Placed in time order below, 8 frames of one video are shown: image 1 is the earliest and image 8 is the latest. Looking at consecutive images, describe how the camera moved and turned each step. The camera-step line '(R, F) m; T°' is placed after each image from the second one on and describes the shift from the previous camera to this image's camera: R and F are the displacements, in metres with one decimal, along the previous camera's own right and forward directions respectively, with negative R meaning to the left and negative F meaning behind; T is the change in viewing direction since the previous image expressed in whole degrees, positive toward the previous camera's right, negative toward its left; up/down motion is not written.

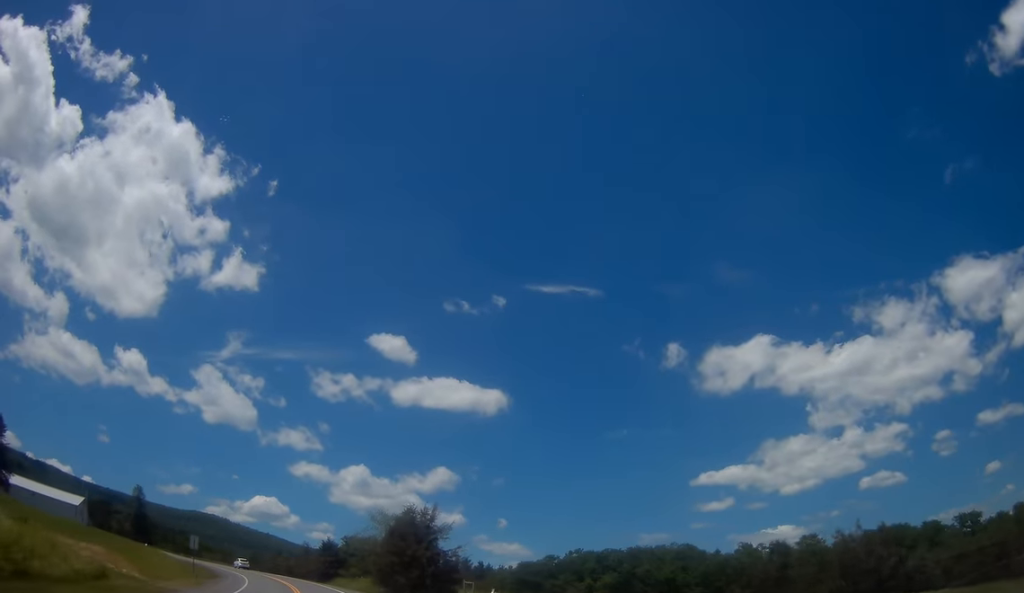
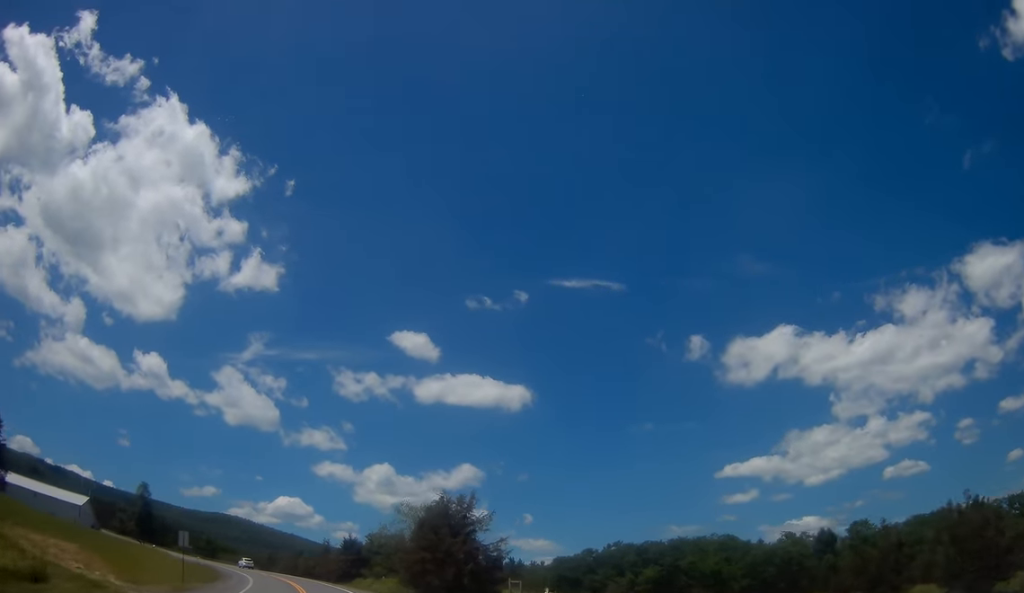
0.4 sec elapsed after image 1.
(-0.3, +7.9) m; -2°
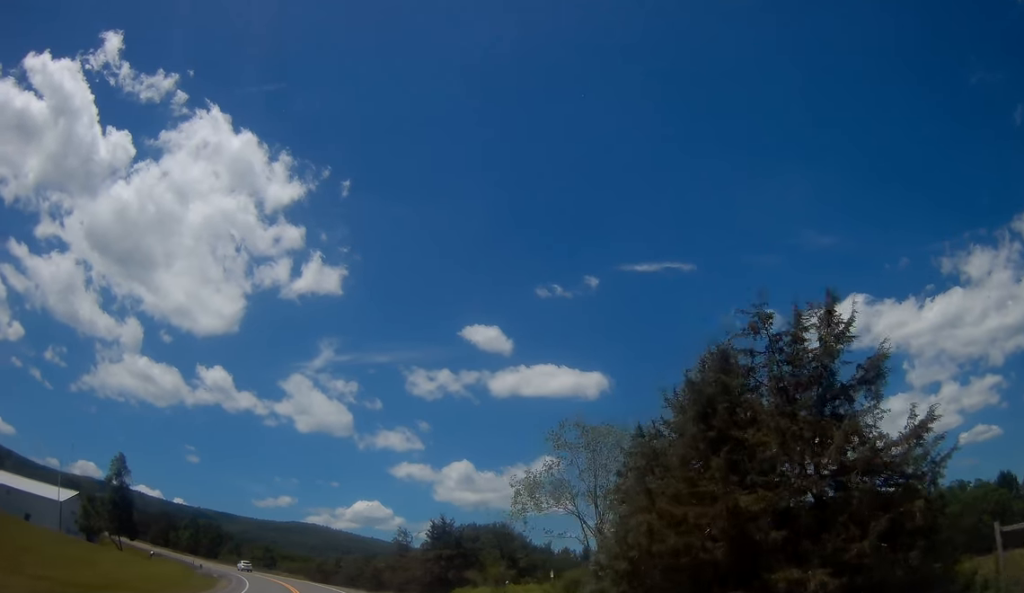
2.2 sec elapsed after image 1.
(-2.1, +32.8) m; -7°
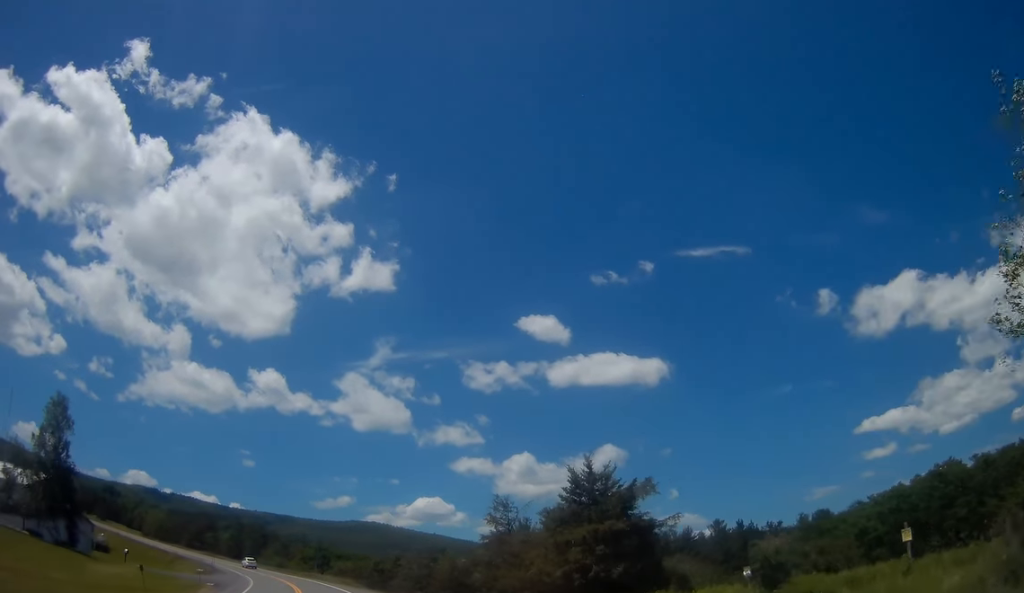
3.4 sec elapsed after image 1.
(-1.2, +23.0) m; -6°
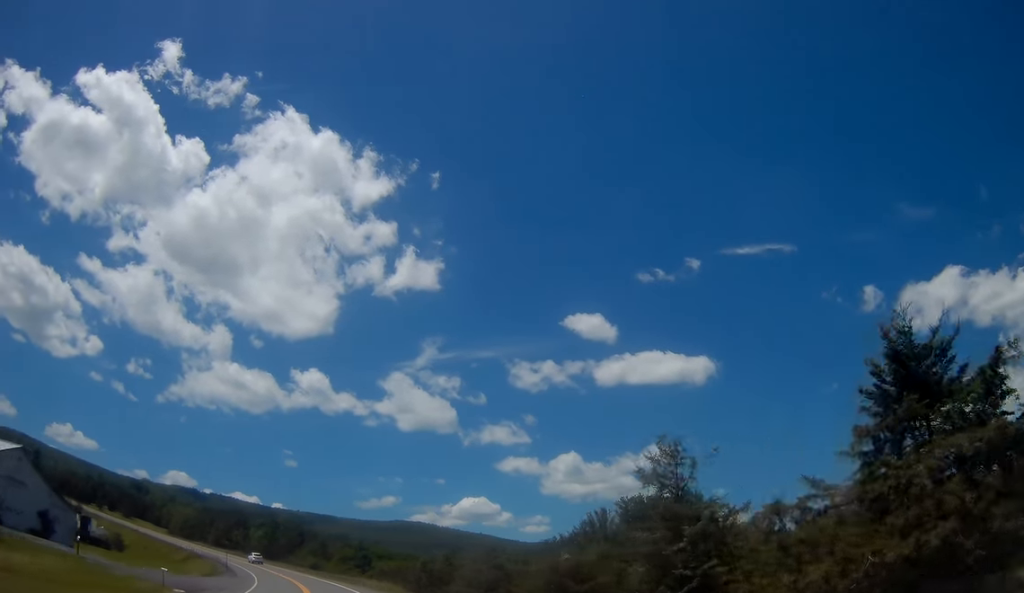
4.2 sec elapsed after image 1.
(-0.8, +15.7) m; -4°
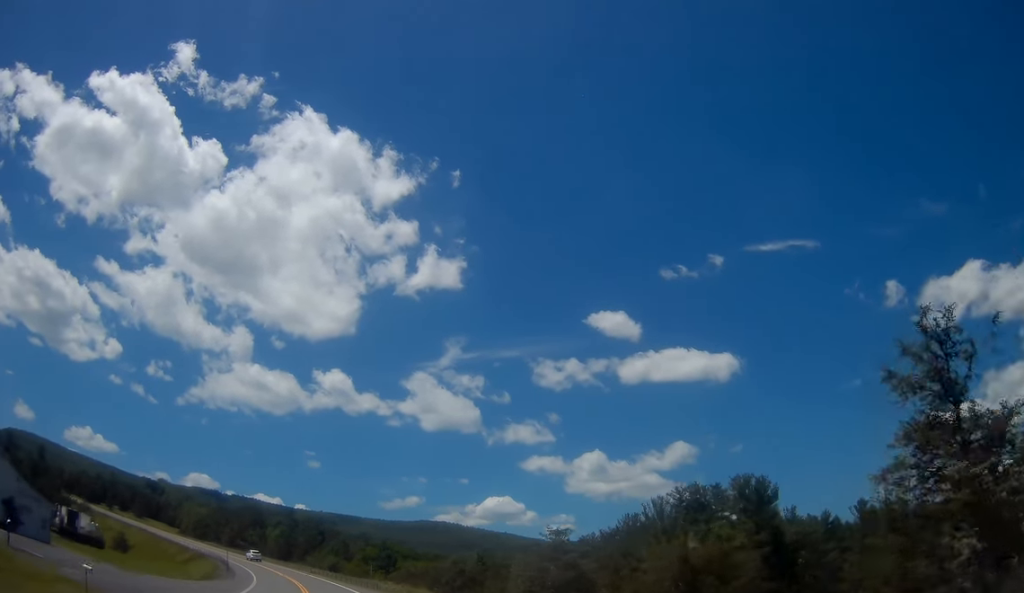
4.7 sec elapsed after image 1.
(-0.2, +10.7) m; -2°
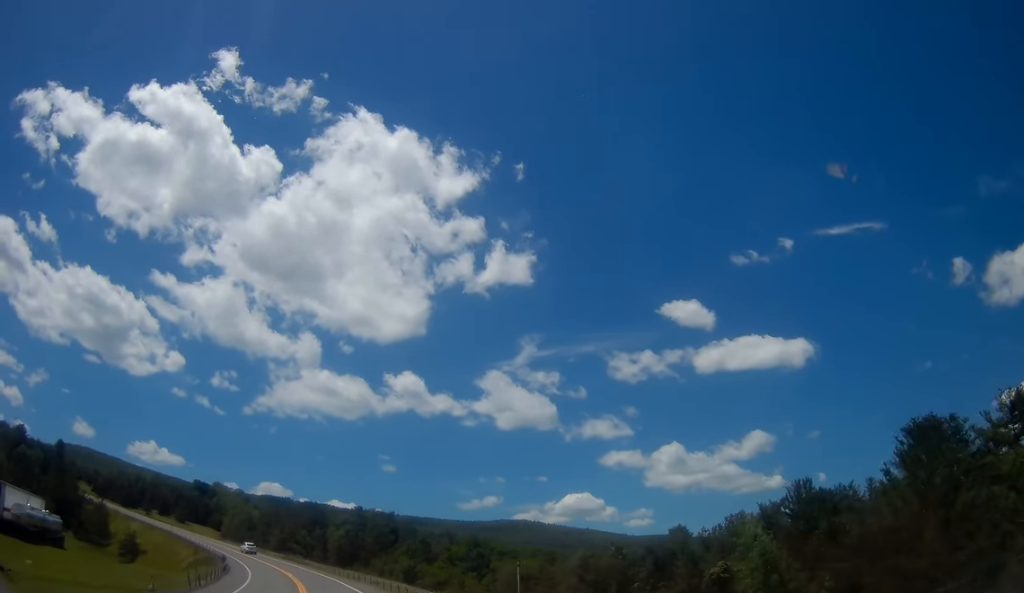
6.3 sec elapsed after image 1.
(-2.0, +32.8) m; -7°
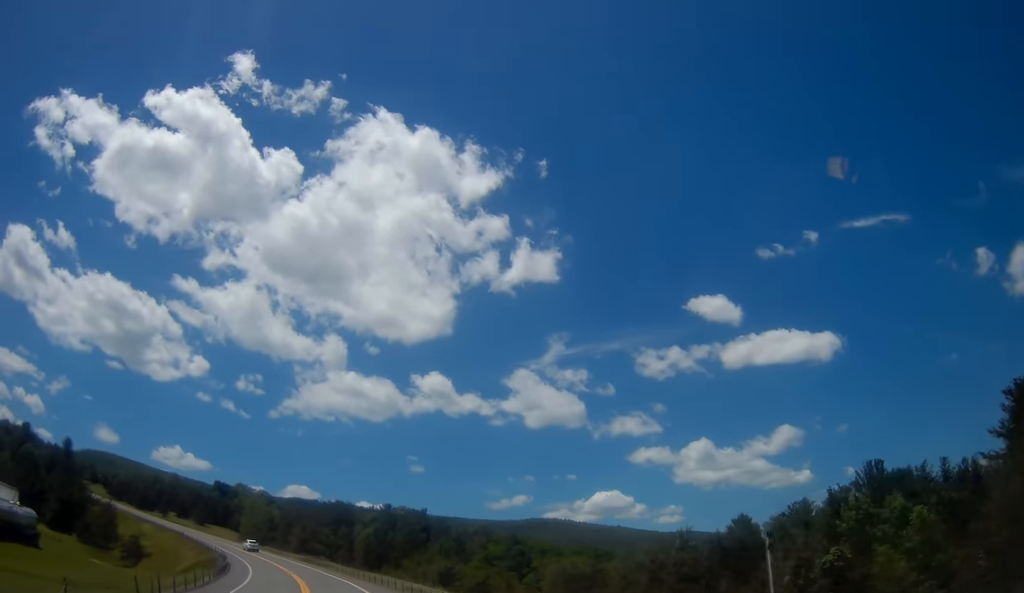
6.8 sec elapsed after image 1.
(-0.2, +10.6) m; -2°
